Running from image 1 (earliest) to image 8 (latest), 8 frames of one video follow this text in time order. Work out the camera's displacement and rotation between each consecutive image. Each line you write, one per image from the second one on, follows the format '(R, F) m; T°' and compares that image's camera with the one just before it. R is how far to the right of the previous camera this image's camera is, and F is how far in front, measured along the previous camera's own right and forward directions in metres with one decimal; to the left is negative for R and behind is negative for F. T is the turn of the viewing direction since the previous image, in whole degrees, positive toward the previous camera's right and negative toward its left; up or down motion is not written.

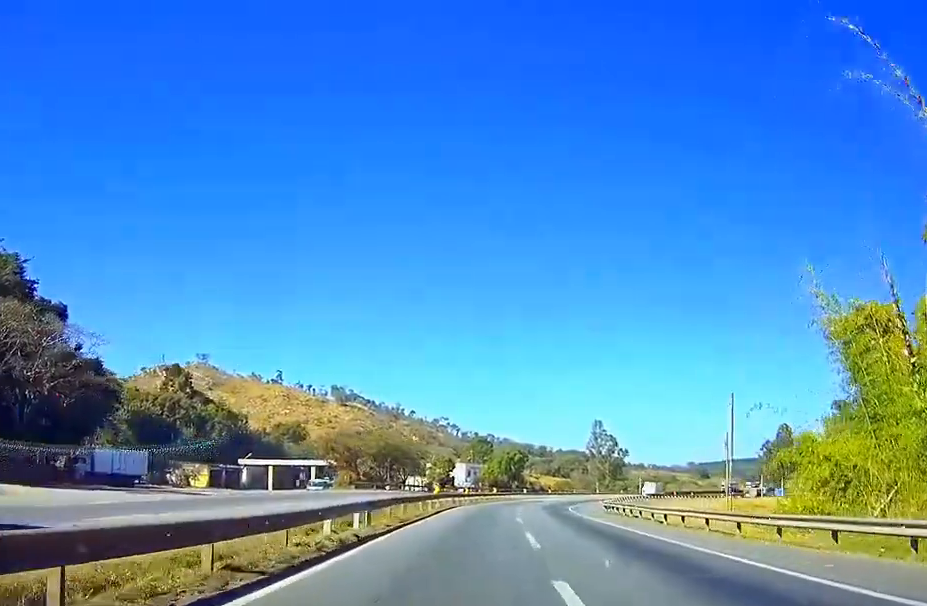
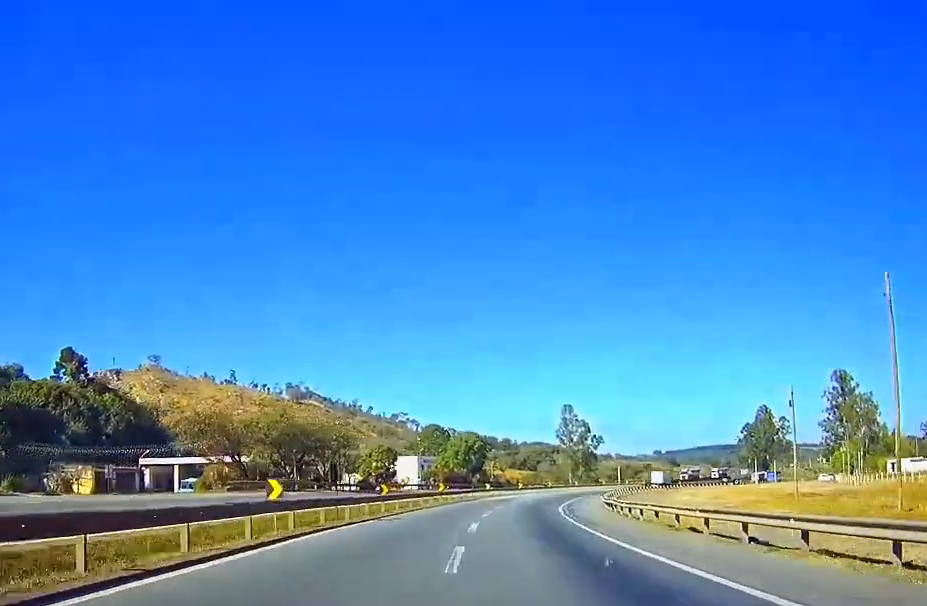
(+0.7, +30.7) m; +3°
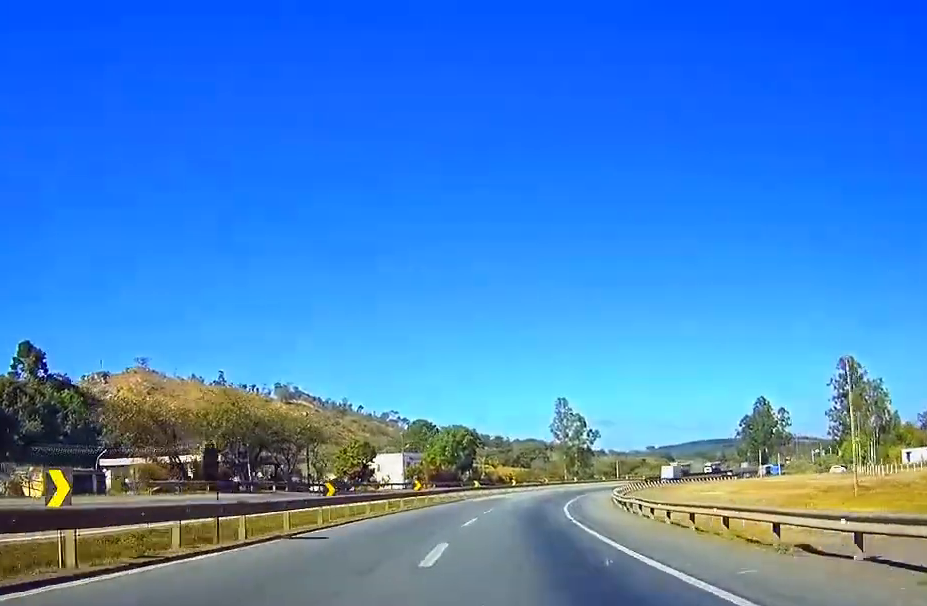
(+0.1, +11.6) m; +1°
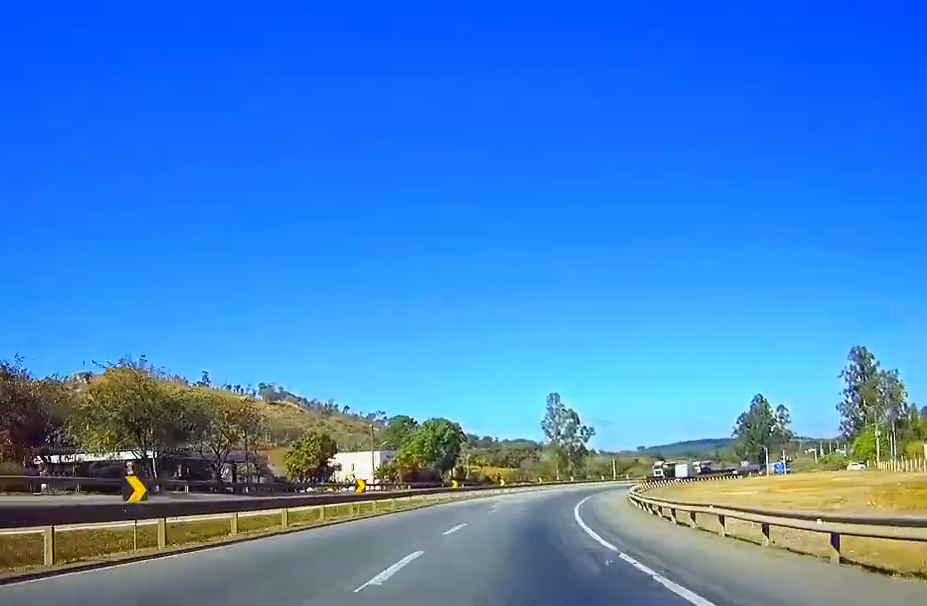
(+0.2, +16.2) m; +1°
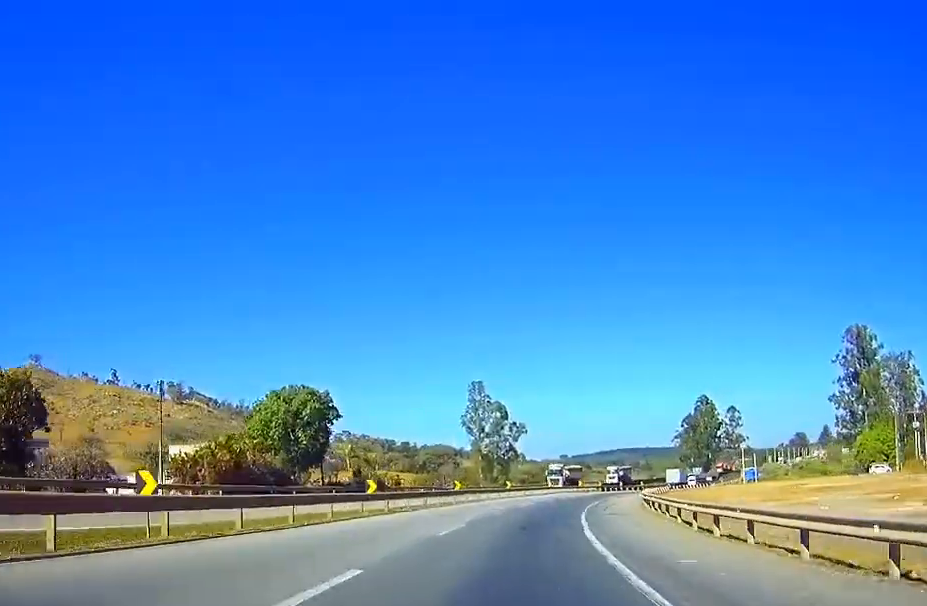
(+1.5, +43.1) m; +5°
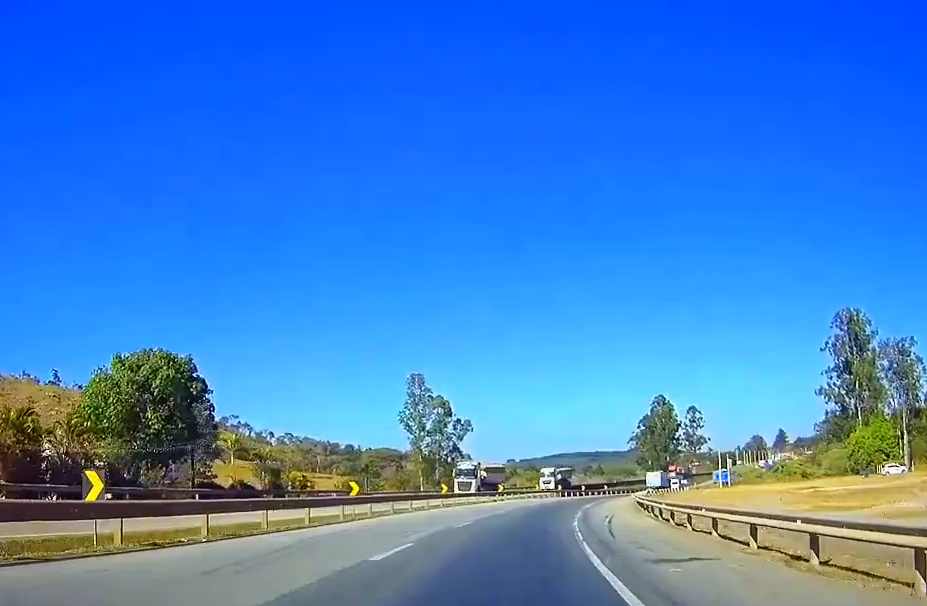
(+0.9, +21.5) m; +3°
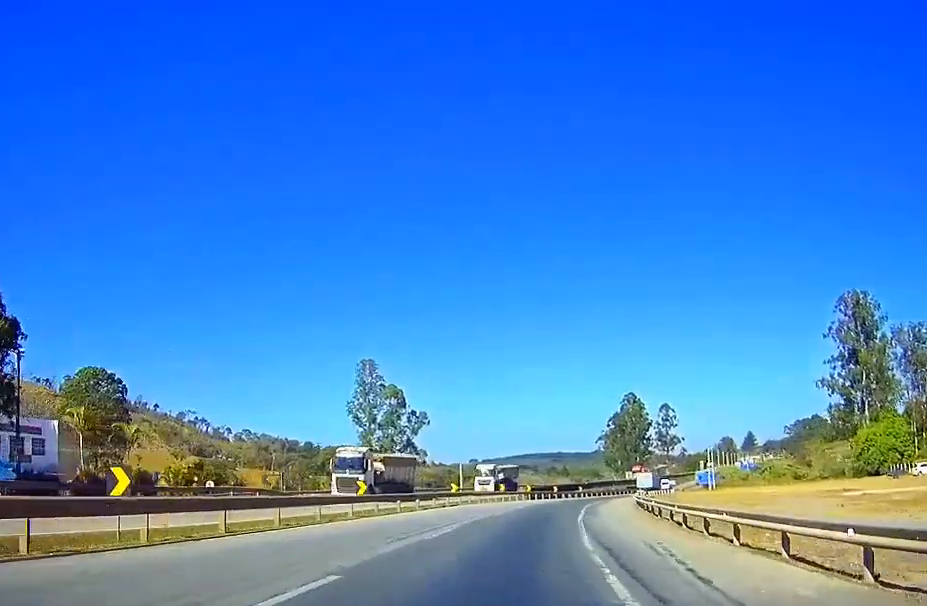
(-0.1, +19.0) m; +2°
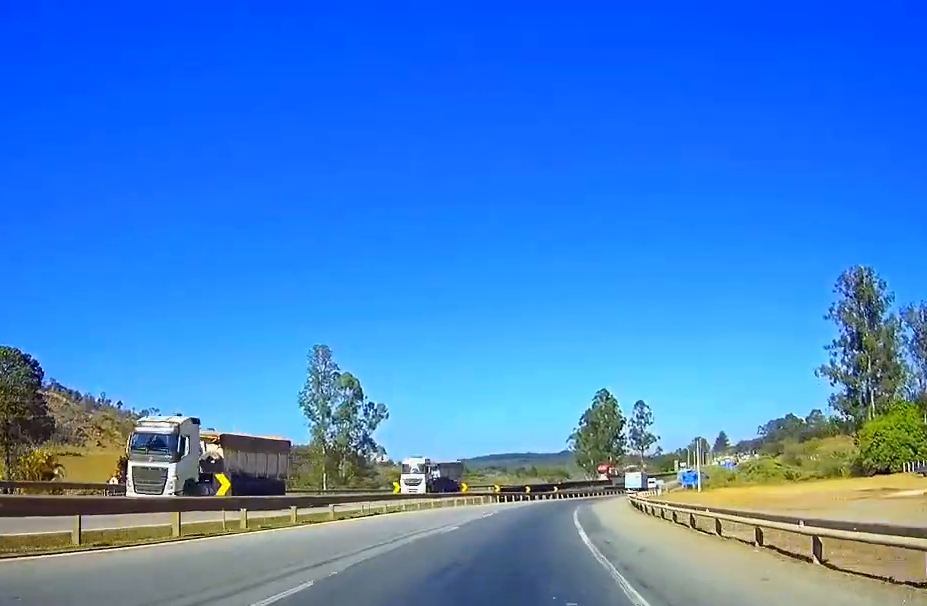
(+0.3, +14.2) m; +3°
